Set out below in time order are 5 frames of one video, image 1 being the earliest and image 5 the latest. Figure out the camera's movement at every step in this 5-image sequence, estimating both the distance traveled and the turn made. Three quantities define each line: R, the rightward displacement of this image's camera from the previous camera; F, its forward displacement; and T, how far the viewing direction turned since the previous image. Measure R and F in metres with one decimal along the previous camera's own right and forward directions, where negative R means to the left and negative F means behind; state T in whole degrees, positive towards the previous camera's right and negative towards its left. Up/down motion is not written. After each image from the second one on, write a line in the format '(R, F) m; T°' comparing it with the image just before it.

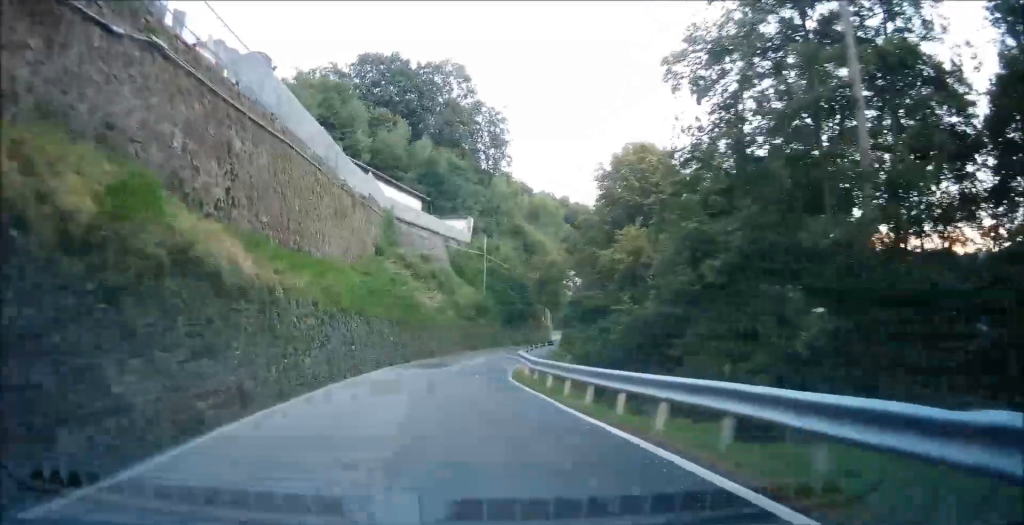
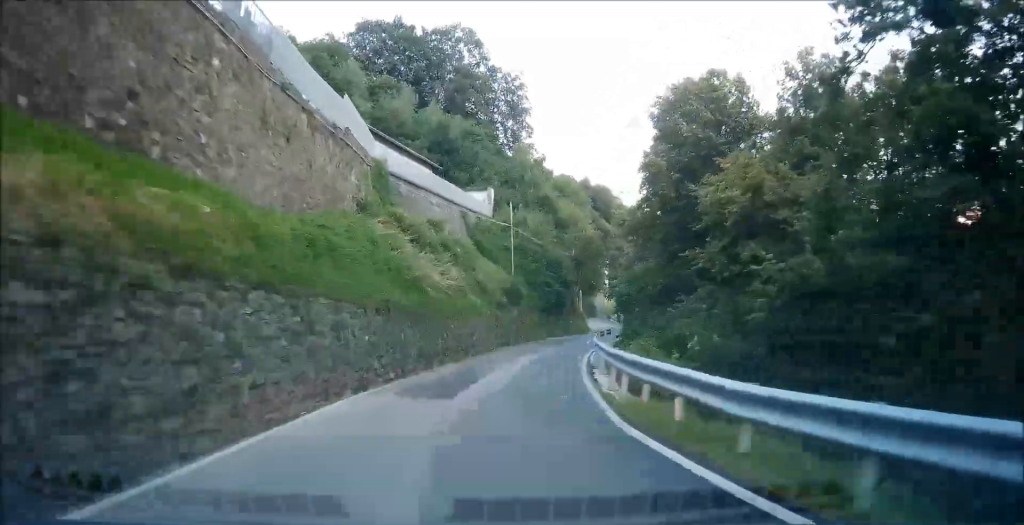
(-0.4, +12.0) m; -1°
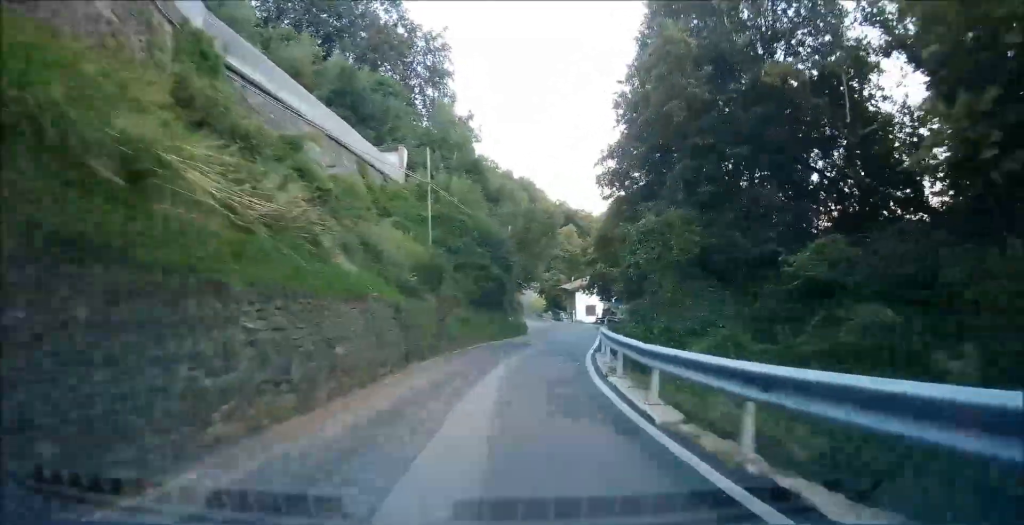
(+0.4, +15.8) m; +3°
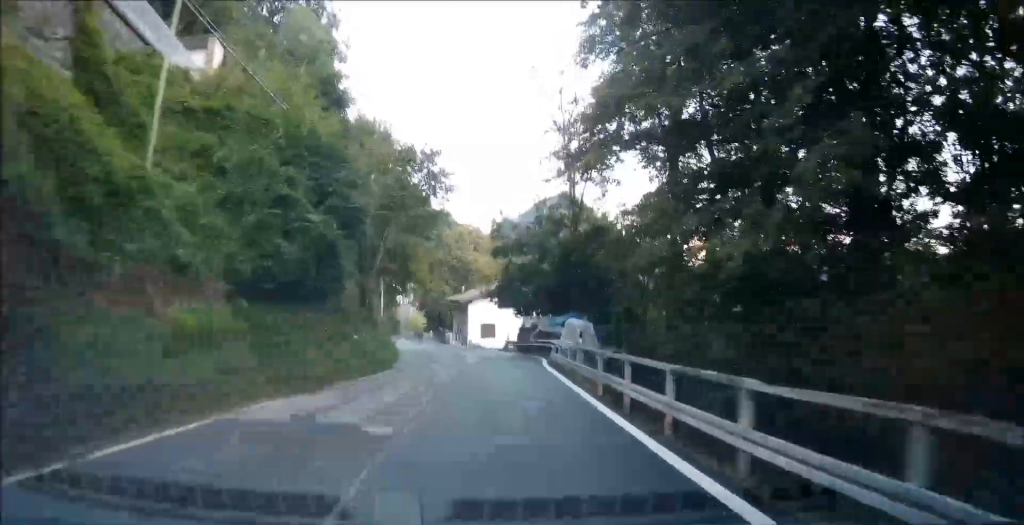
(+0.9, +22.4) m; +6°
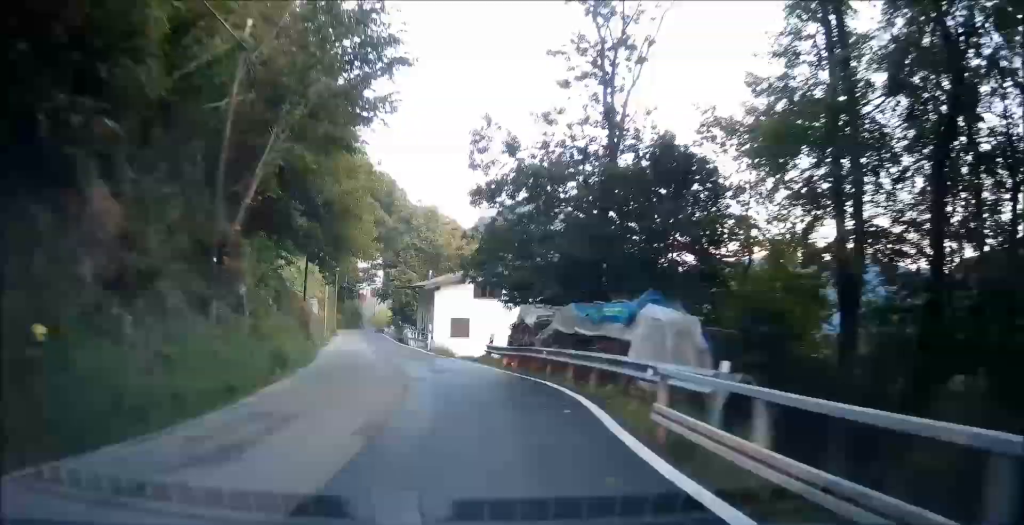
(+0.5, +15.3) m; +2°
